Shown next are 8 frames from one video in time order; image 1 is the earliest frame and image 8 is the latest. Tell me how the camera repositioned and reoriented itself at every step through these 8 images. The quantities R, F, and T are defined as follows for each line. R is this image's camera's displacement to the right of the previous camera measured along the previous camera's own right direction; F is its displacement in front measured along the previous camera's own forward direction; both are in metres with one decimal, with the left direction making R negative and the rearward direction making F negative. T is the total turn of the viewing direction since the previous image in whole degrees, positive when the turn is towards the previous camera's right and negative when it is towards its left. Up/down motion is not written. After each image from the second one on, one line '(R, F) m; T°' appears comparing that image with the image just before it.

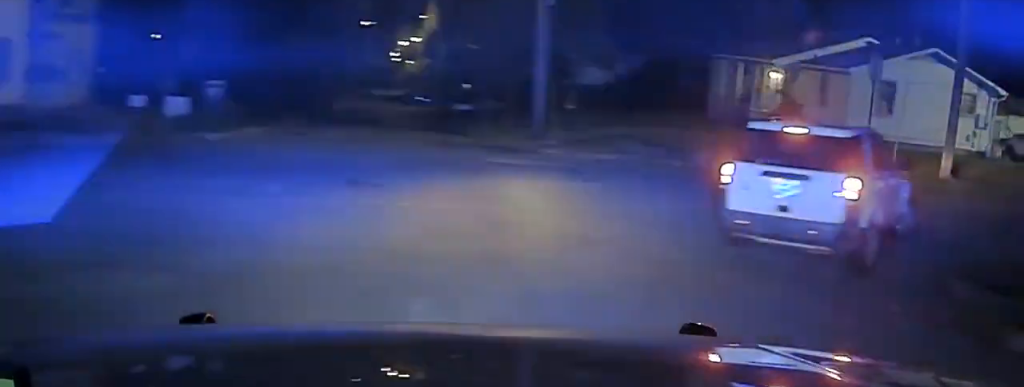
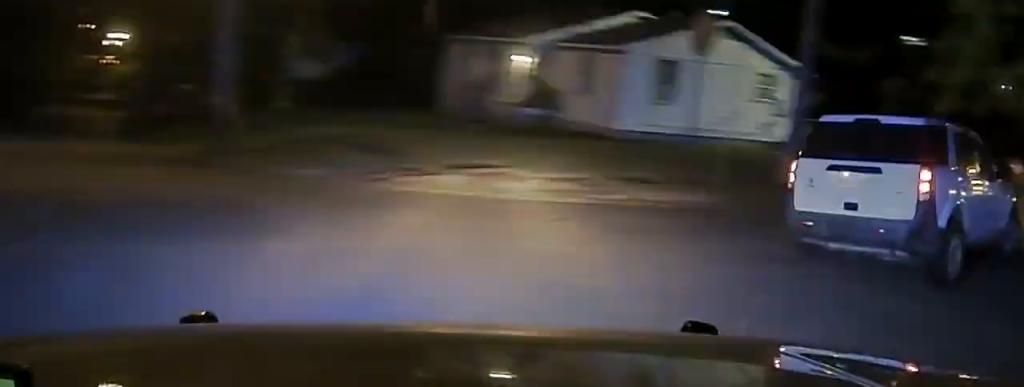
(+0.1, +8.0) m; +21°
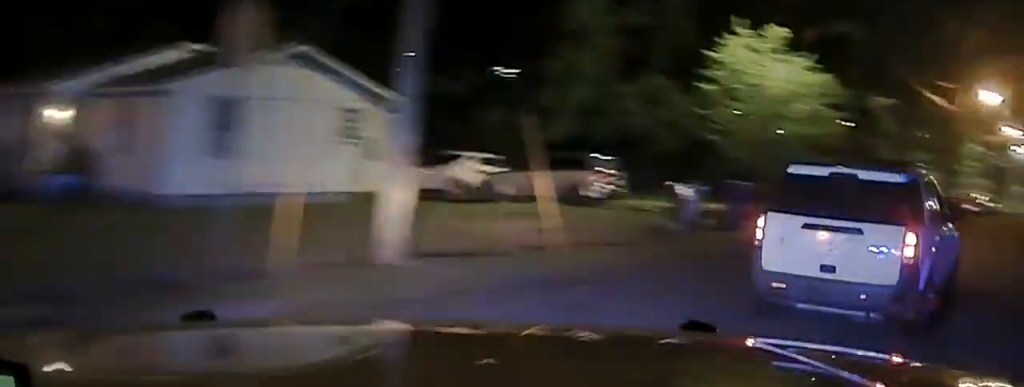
(+2.7, +5.4) m; +24°
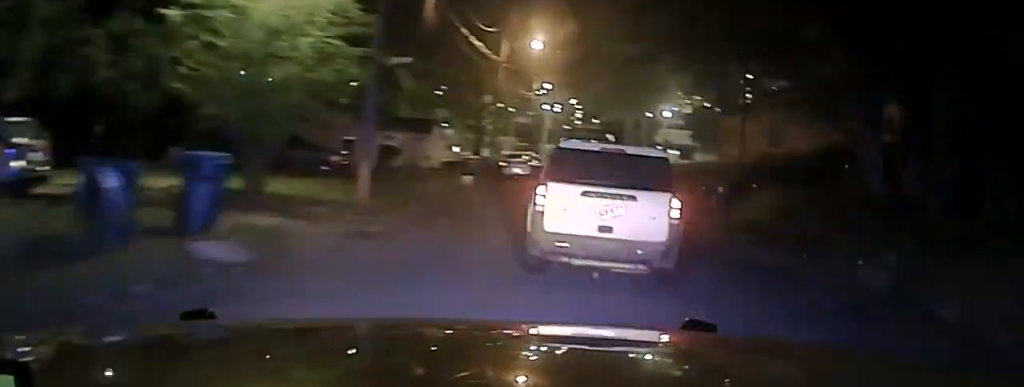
(+2.1, +8.1) m; +18°
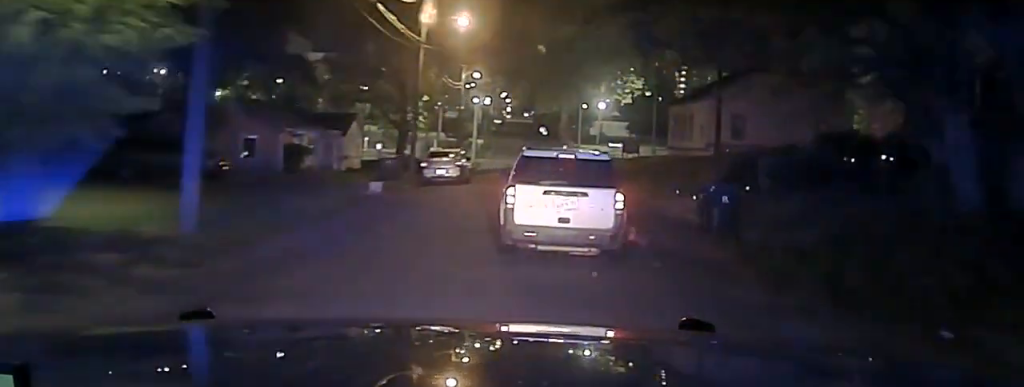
(+0.6, +7.5) m; +6°
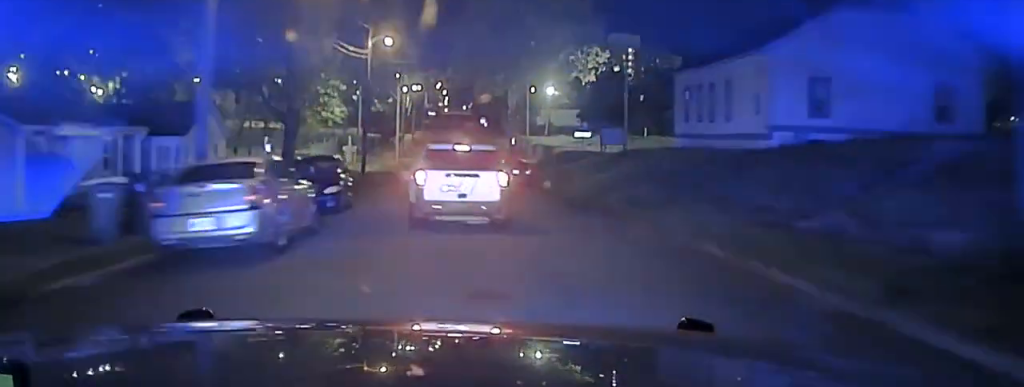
(+1.0, +23.4) m; +1°
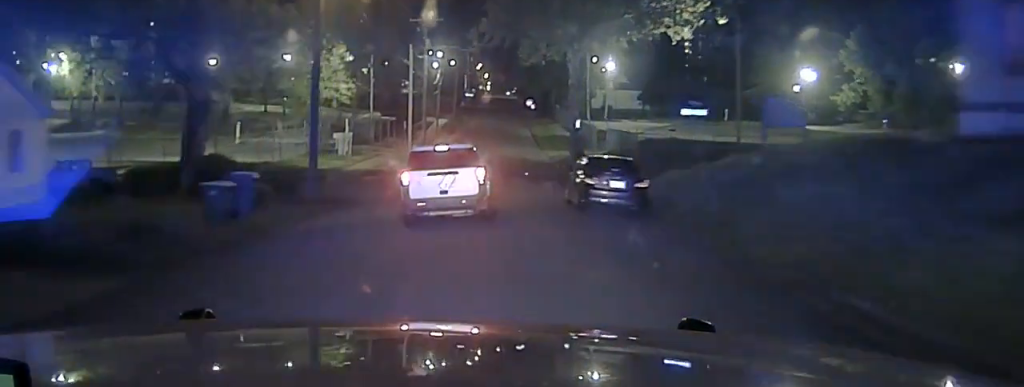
(-1.3, +26.3) m; -4°
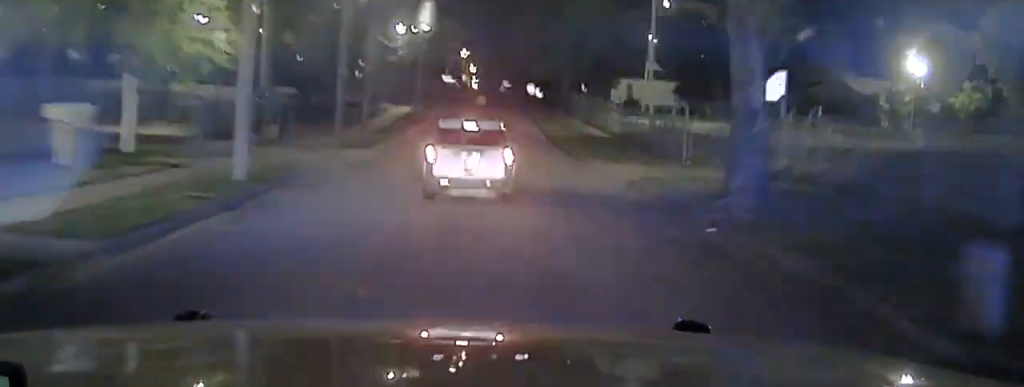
(+0.2, +40.1) m; +2°
